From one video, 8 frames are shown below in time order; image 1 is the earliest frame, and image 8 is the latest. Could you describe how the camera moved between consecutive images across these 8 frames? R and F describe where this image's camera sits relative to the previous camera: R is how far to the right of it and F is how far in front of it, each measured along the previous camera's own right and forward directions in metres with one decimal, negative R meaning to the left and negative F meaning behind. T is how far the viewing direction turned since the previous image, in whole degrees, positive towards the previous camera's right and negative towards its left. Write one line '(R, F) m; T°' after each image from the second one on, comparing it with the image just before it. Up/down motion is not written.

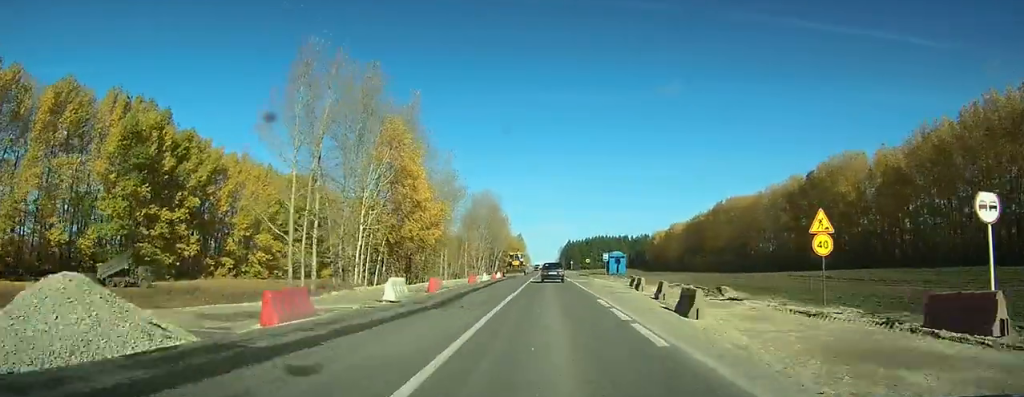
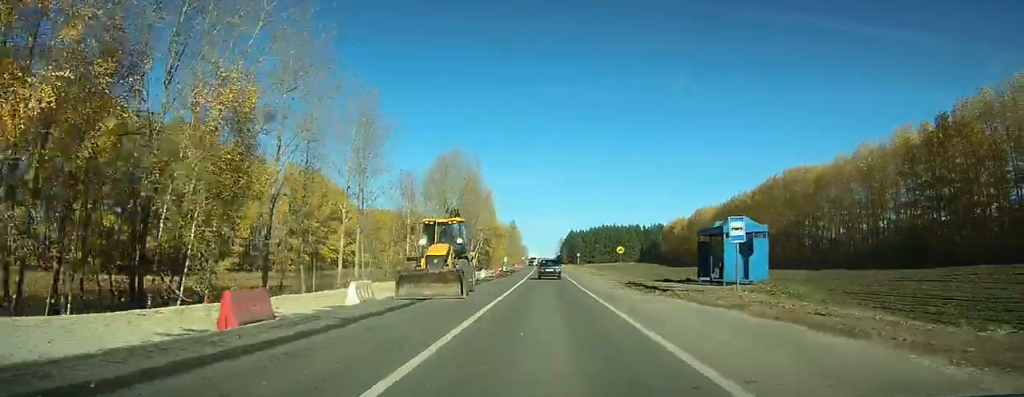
(+0.1, +48.1) m; 0°
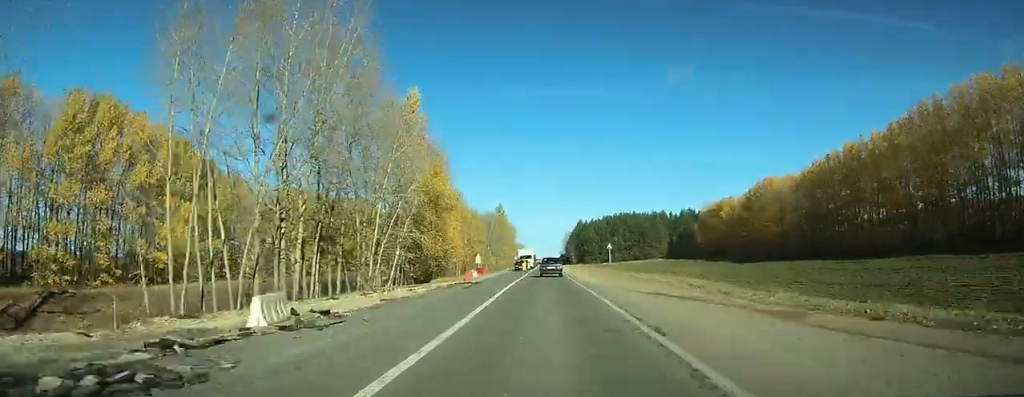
(+0.3, +81.6) m; 0°
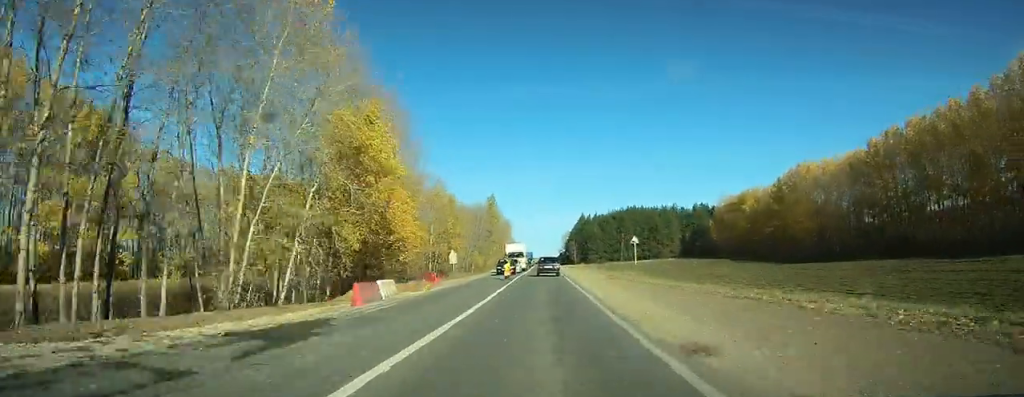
(0.0, +26.1) m; 0°
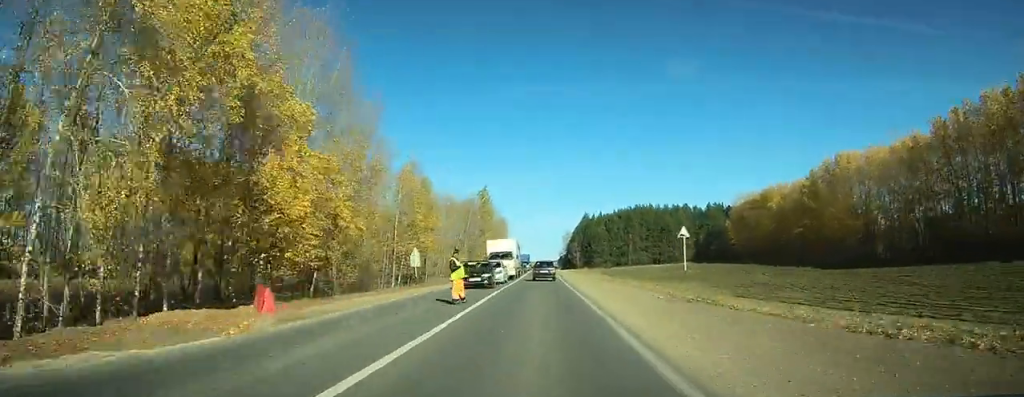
(+0.1, +20.8) m; 0°
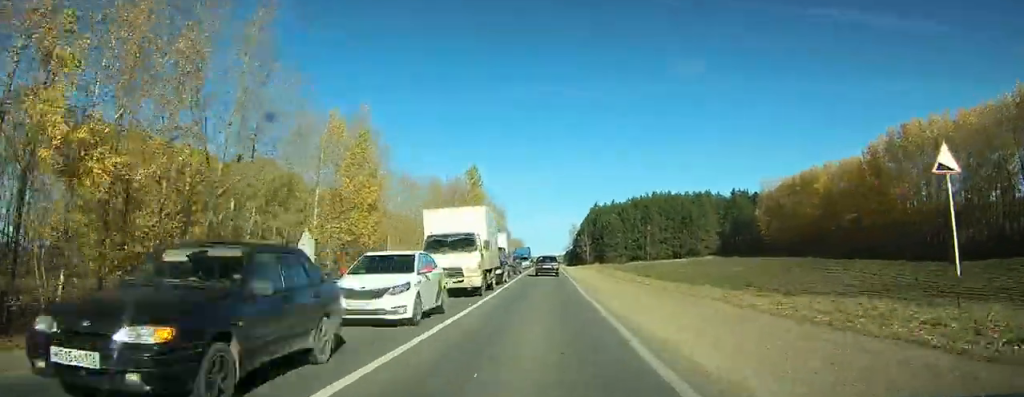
(-0.1, +24.5) m; -1°
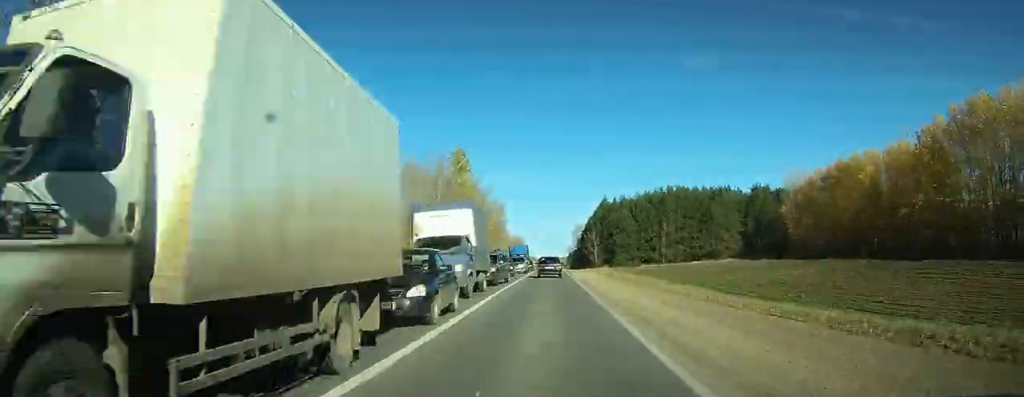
(+0.1, +17.5) m; -1°
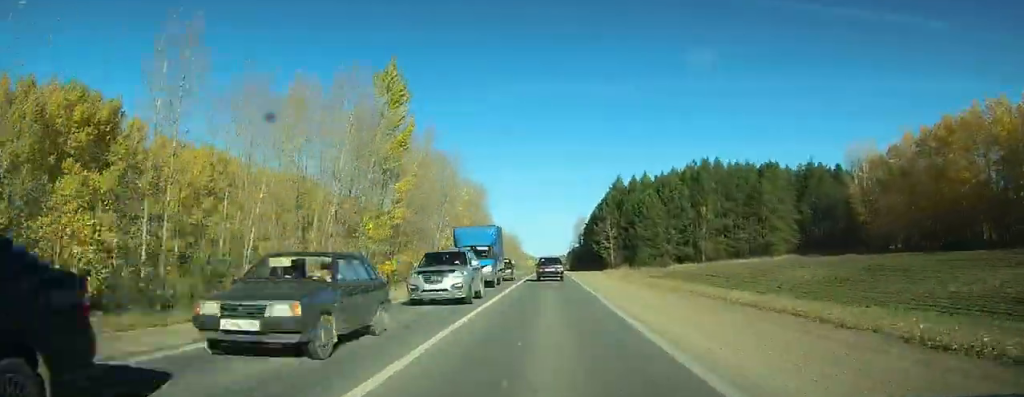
(-0.6, +38.6) m; -1°
